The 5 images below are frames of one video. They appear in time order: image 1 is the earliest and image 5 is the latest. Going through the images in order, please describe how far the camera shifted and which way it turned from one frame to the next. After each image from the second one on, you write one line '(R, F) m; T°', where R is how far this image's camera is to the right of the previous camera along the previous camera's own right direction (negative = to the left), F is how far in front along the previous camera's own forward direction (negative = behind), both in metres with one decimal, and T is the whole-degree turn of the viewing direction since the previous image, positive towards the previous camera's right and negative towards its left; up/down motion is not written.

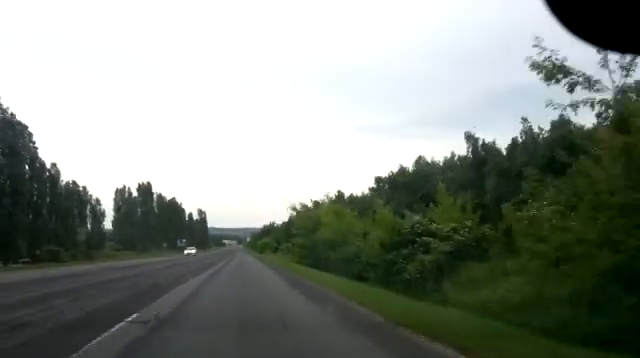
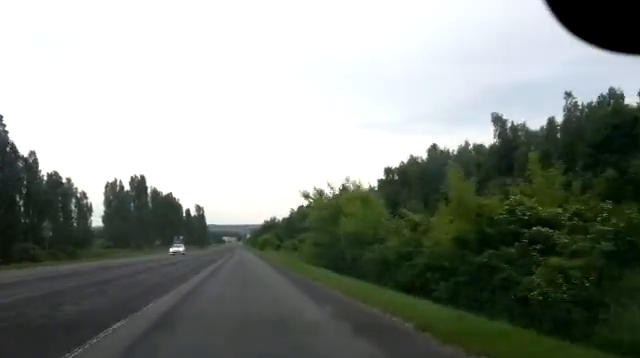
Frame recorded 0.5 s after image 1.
(0.0, +7.2) m; 0°
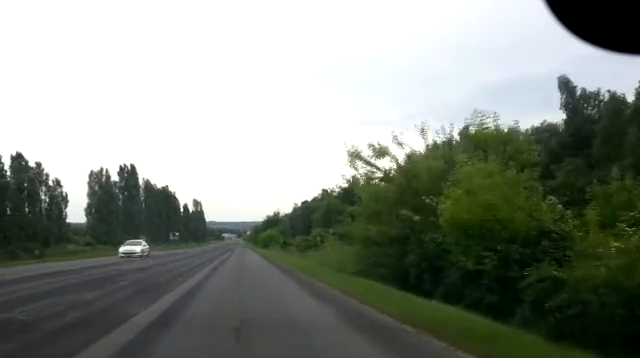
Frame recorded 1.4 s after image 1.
(+0.1, +12.4) m; +1°
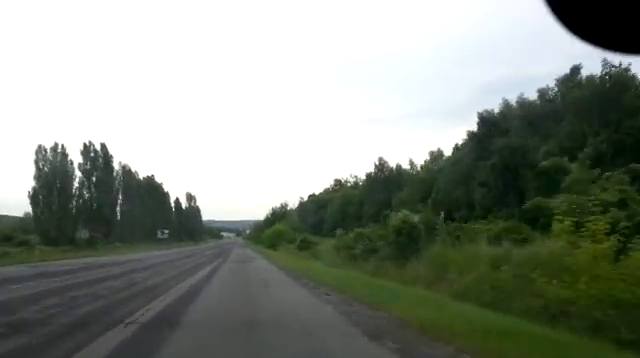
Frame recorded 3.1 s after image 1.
(+0.2, +25.5) m; 0°
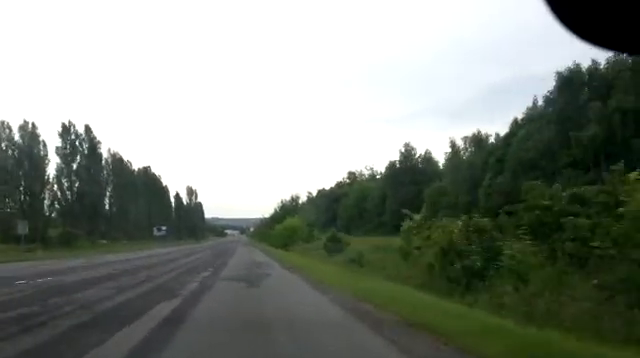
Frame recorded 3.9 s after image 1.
(0.0, +13.7) m; 0°
